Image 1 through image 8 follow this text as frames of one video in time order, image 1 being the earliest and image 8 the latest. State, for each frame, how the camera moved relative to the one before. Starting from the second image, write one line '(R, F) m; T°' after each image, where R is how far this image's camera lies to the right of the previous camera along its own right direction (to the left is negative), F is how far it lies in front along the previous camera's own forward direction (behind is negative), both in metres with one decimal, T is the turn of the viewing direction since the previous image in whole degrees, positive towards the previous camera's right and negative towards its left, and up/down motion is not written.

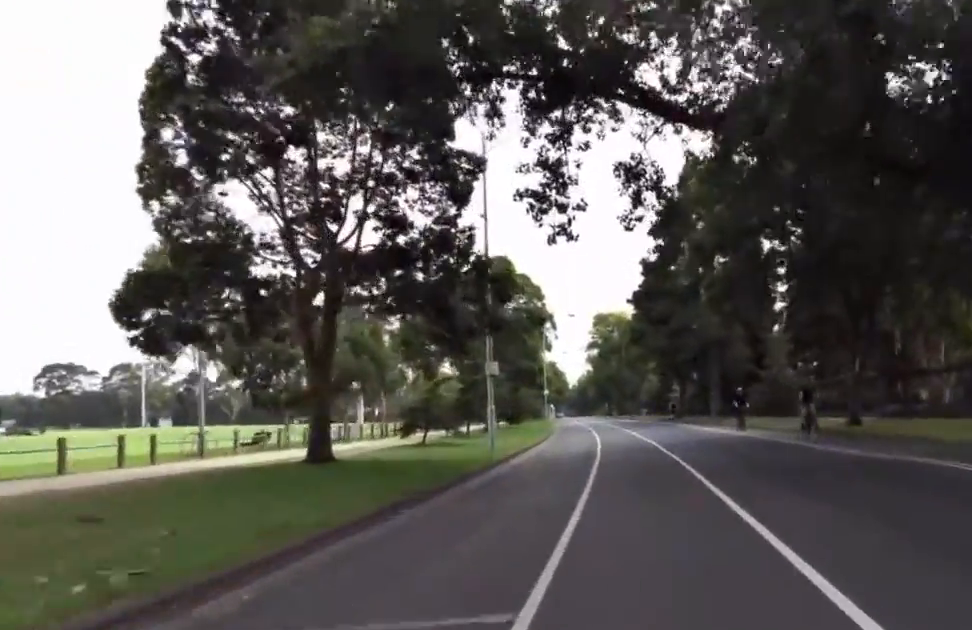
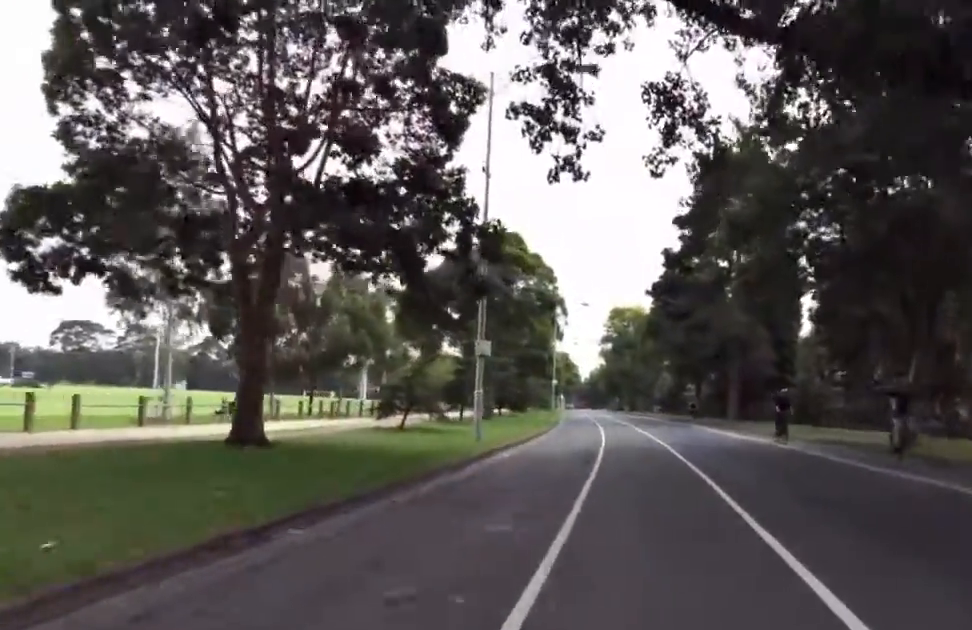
(+0.1, +3.6) m; +4°
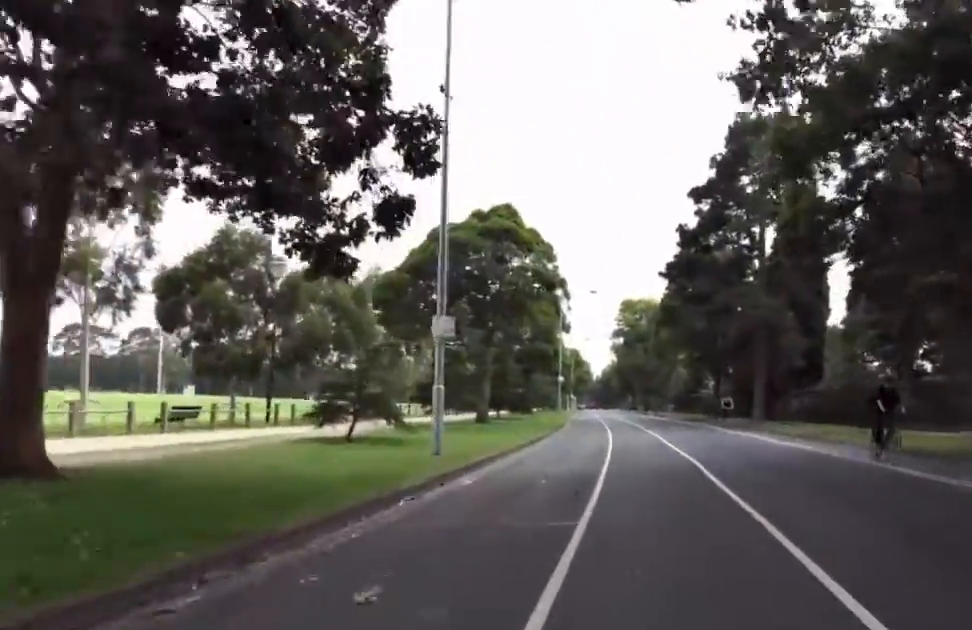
(+0.3, +5.1) m; +1°
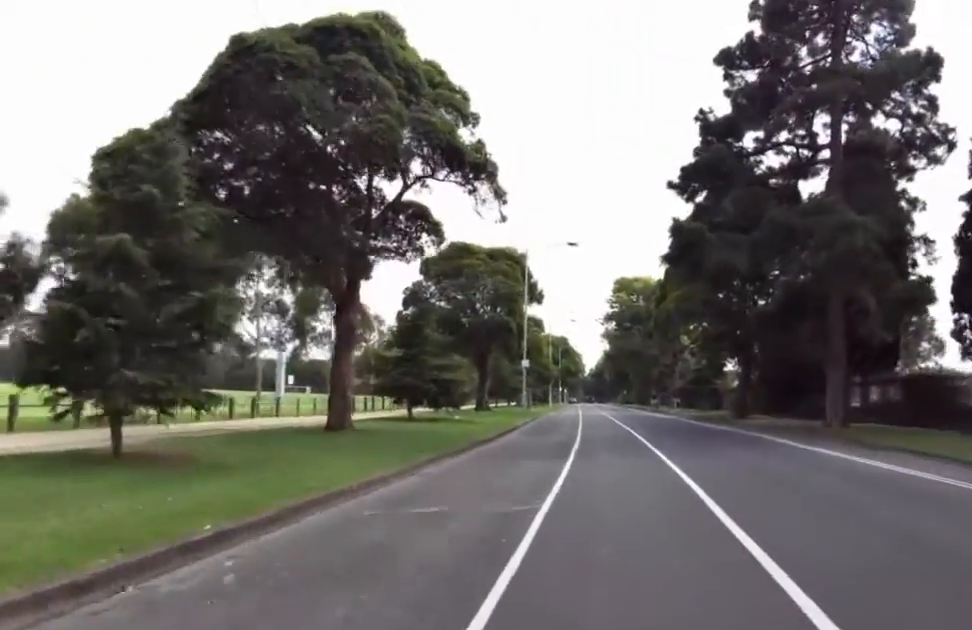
(-1.7, +16.3) m; -15°
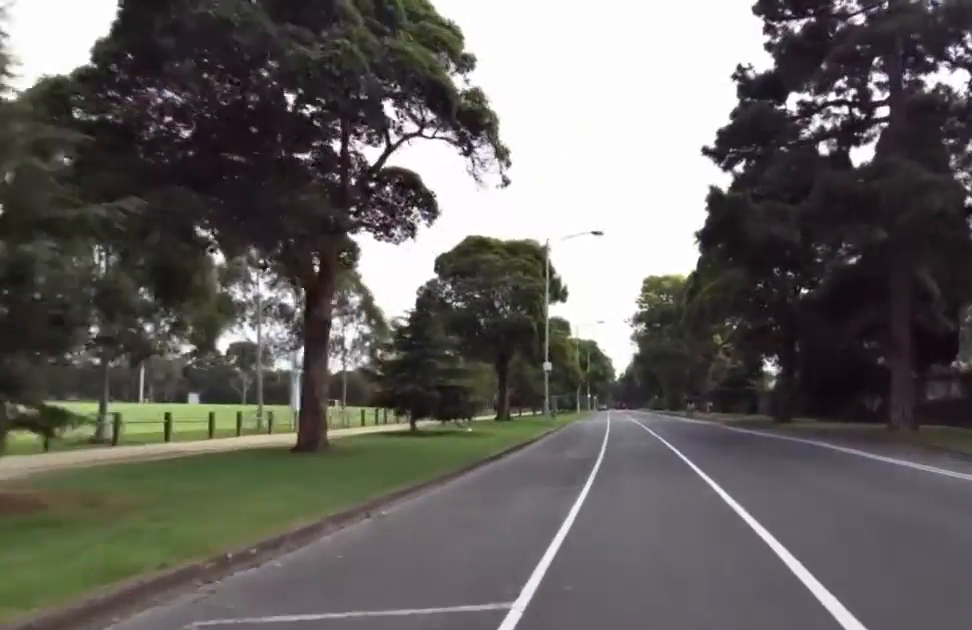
(-0.1, +3.3) m; -1°
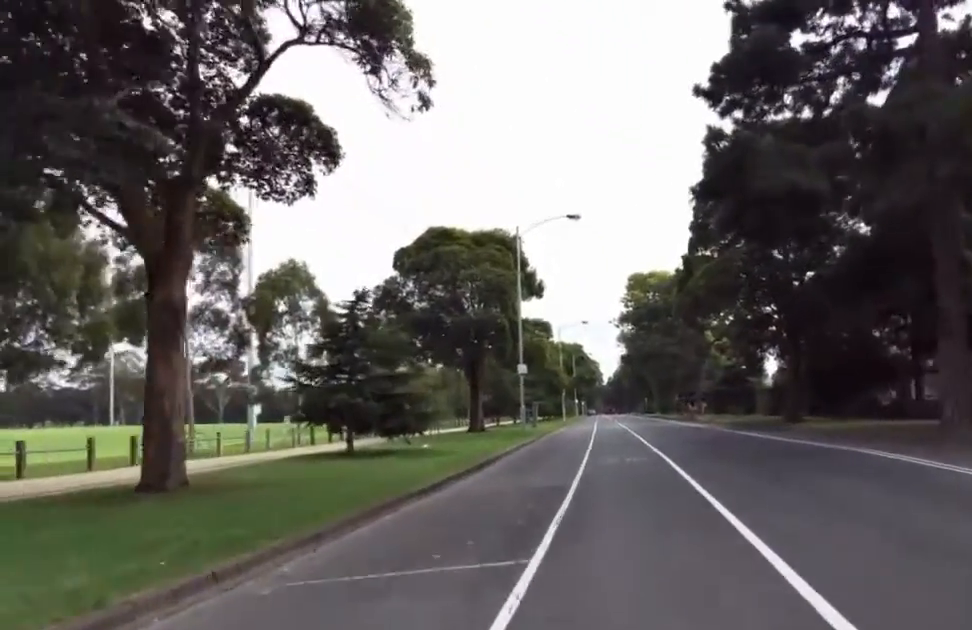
(-0.2, +4.5) m; +5°
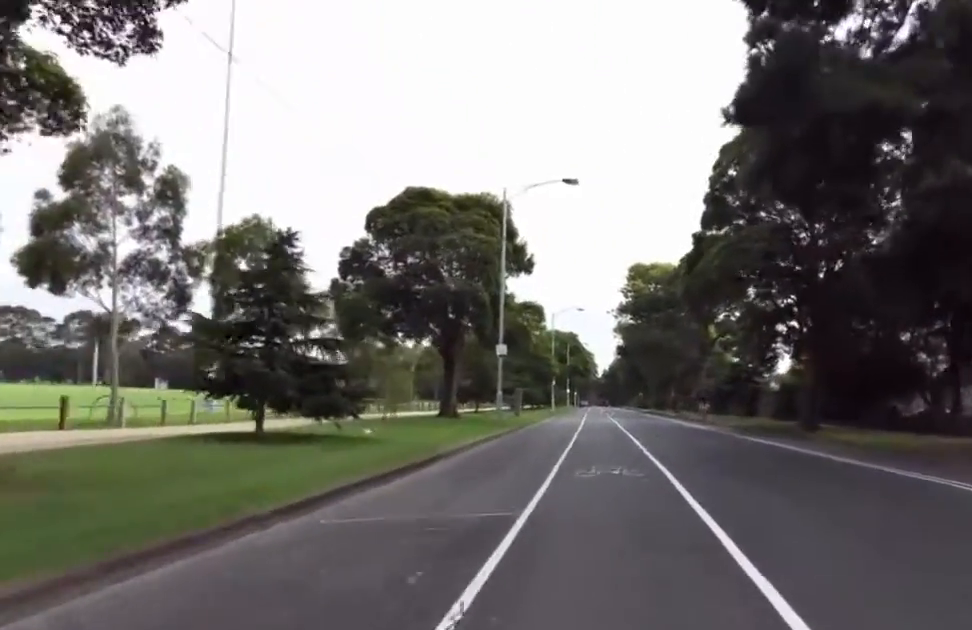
(+0.2, +4.5) m; +4°
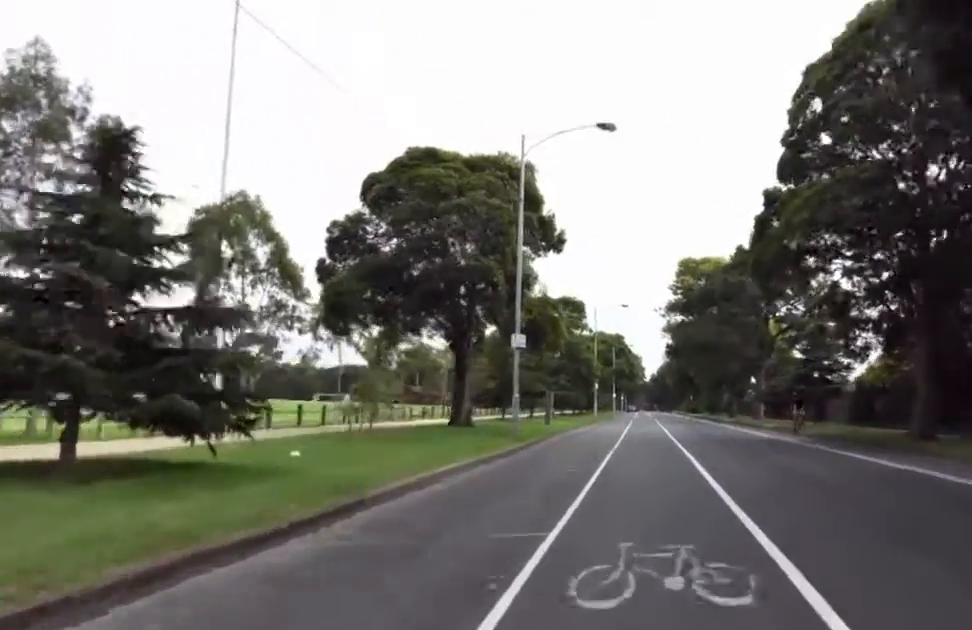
(+0.8, +6.6) m; +4°
